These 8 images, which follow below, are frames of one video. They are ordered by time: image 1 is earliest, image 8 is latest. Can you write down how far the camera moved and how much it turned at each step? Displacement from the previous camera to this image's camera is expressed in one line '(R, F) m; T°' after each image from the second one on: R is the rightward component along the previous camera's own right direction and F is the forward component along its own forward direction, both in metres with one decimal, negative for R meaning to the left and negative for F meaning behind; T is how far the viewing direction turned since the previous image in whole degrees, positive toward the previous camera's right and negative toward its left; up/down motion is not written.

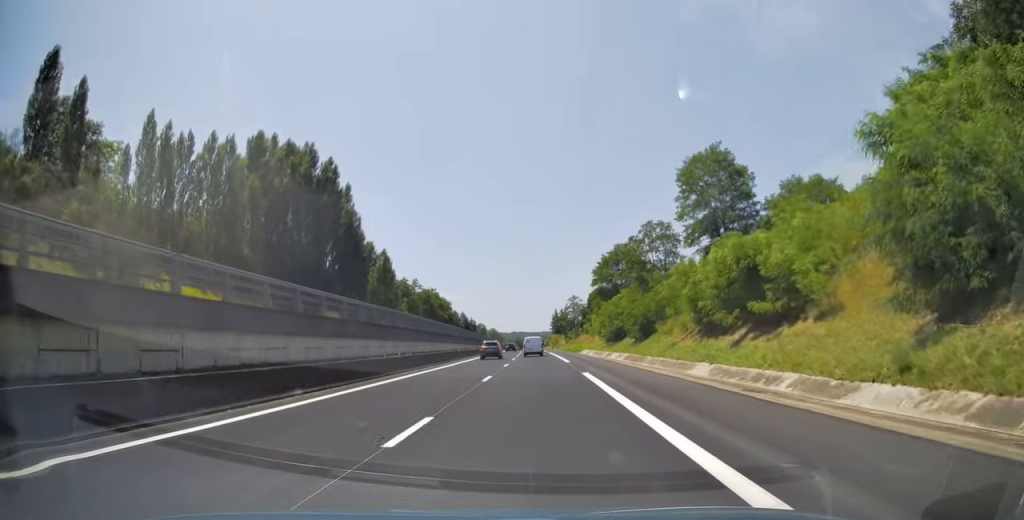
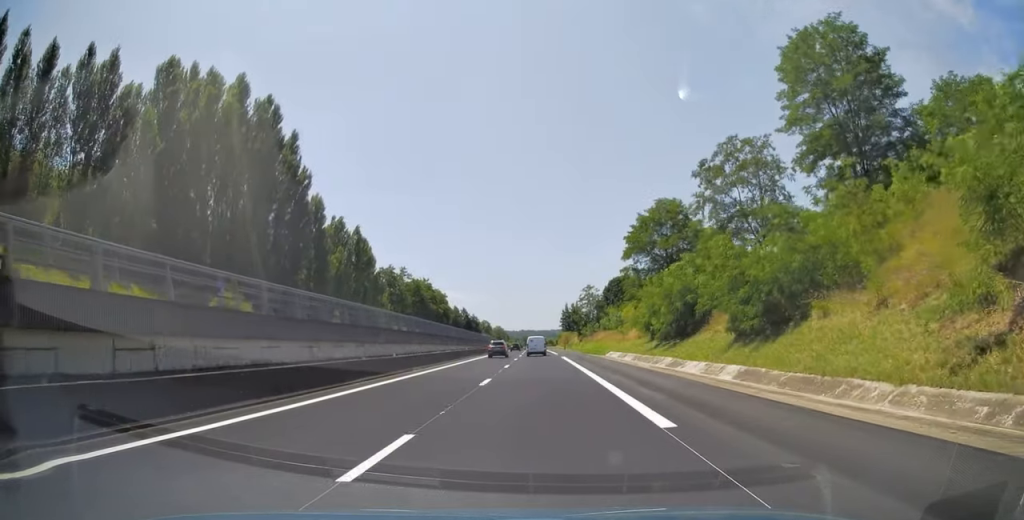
(-0.2, +28.0) m; -1°
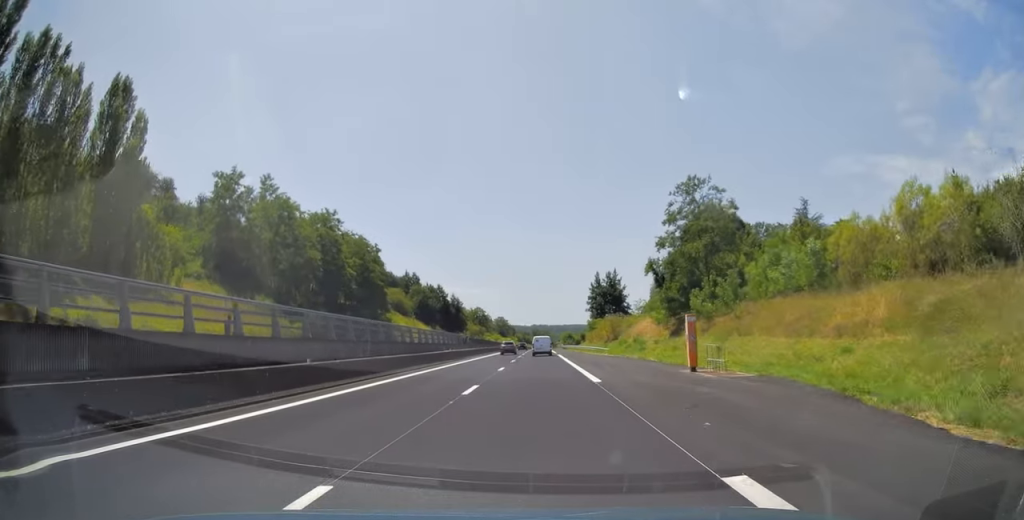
(-1.3, +93.8) m; -1°
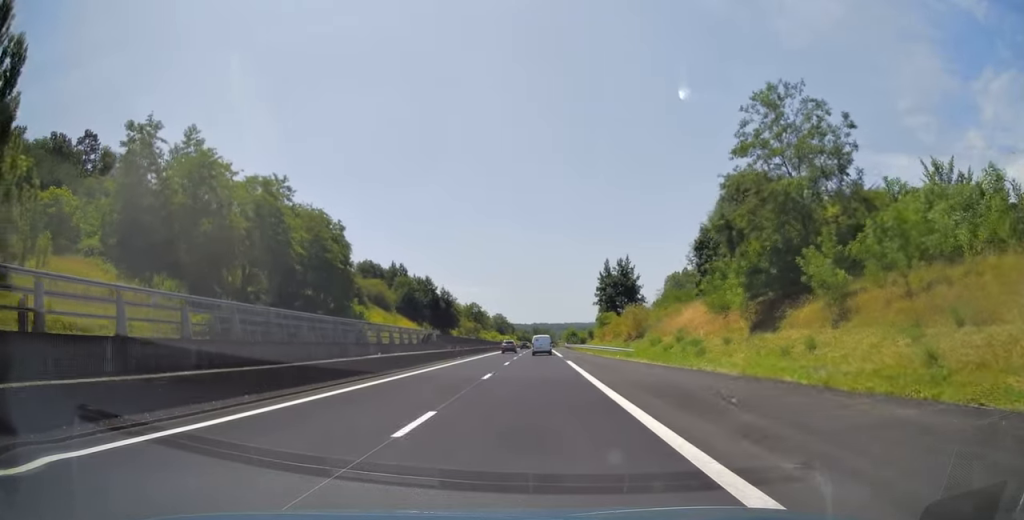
(0.0, +19.9) m; 0°
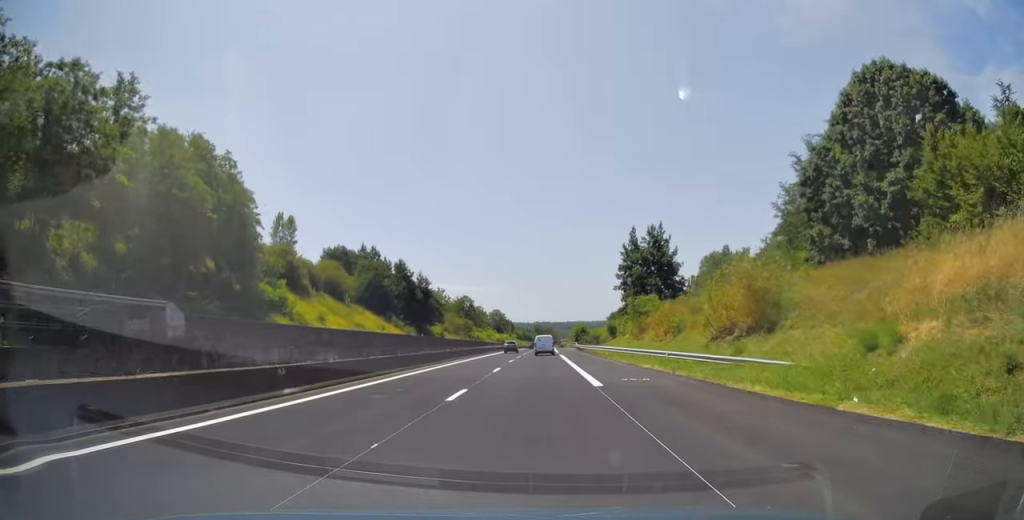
(-0.3, +33.4) m; 0°
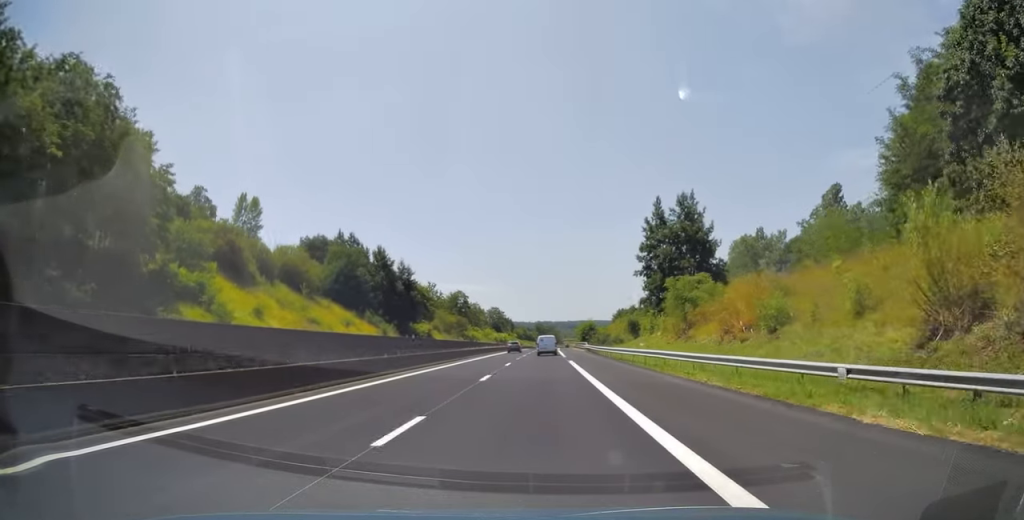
(+0.1, +18.9) m; 0°
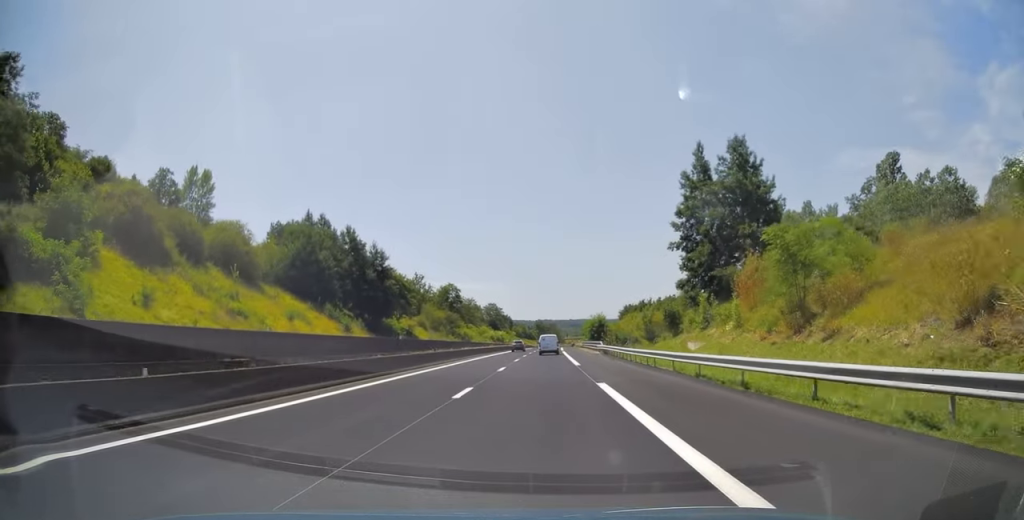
(+0.1, +19.5) m; 0°
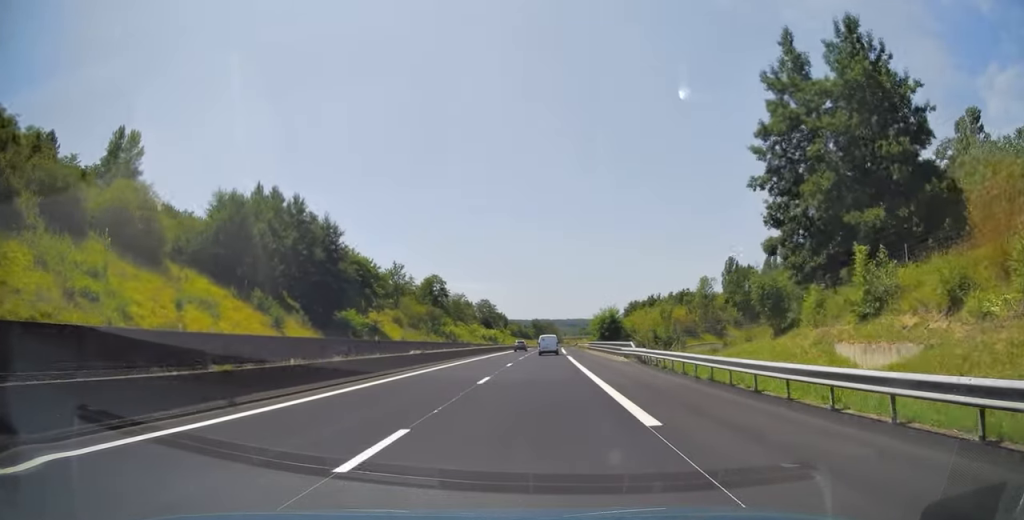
(-0.1, +21.2) m; 0°
